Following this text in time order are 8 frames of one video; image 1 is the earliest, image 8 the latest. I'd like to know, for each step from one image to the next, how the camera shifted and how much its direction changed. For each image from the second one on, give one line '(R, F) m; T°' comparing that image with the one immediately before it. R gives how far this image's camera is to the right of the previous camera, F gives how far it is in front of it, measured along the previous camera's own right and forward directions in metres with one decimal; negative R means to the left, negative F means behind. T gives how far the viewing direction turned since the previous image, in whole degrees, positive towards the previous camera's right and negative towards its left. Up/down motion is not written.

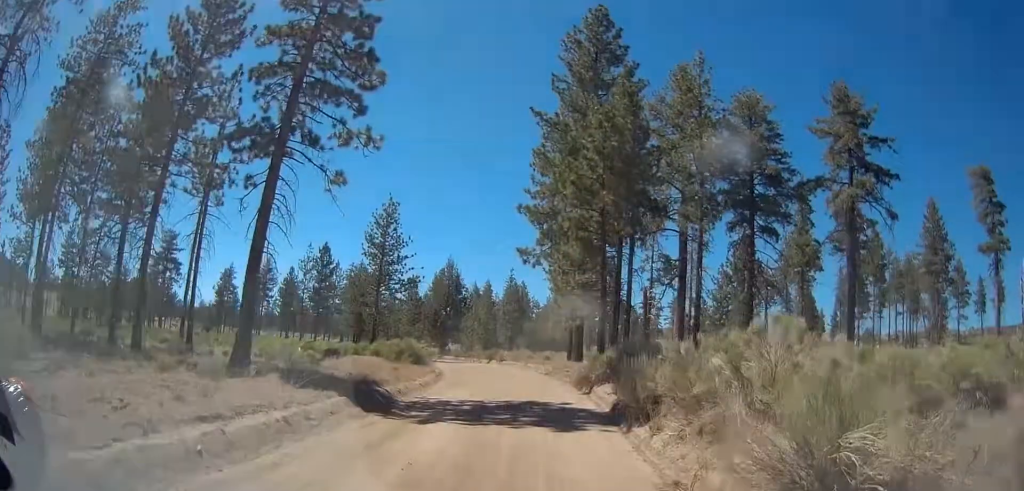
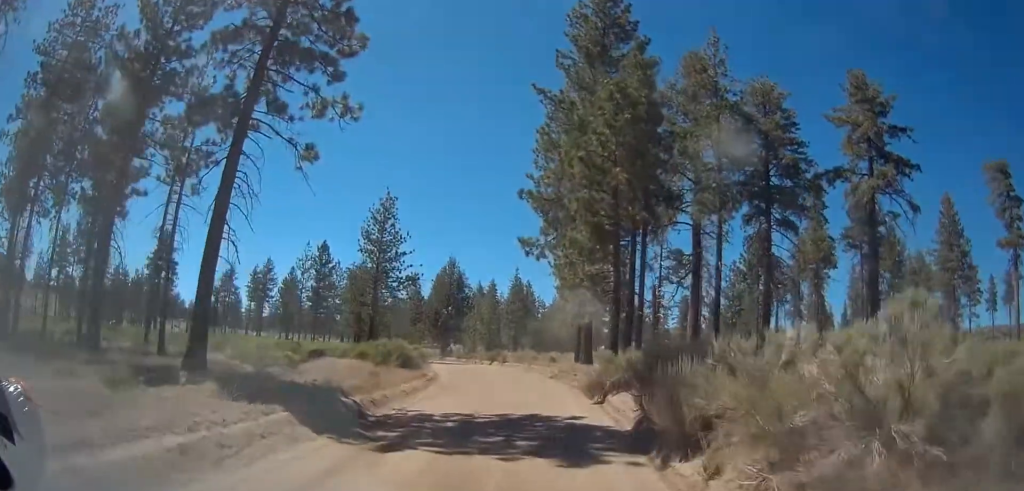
(-0.1, +3.3) m; -1°
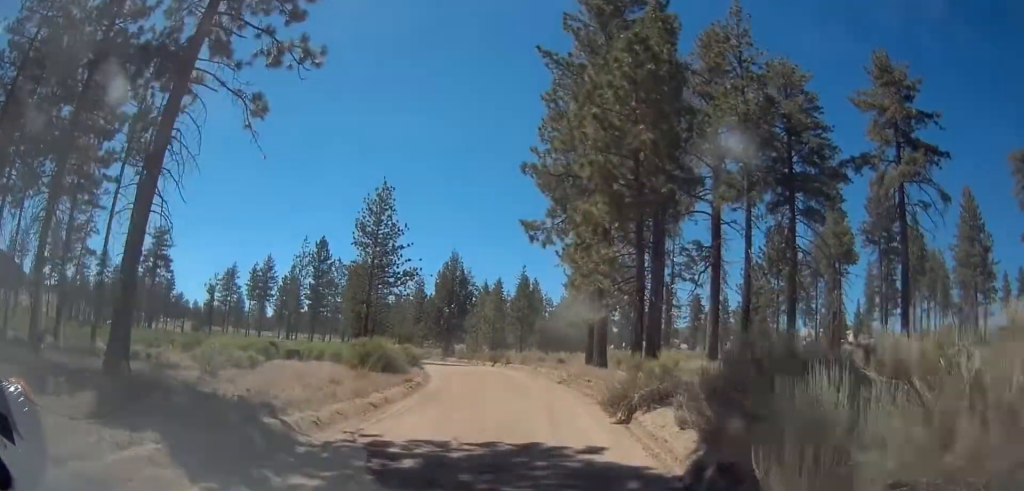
(0.0, +4.2) m; +2°
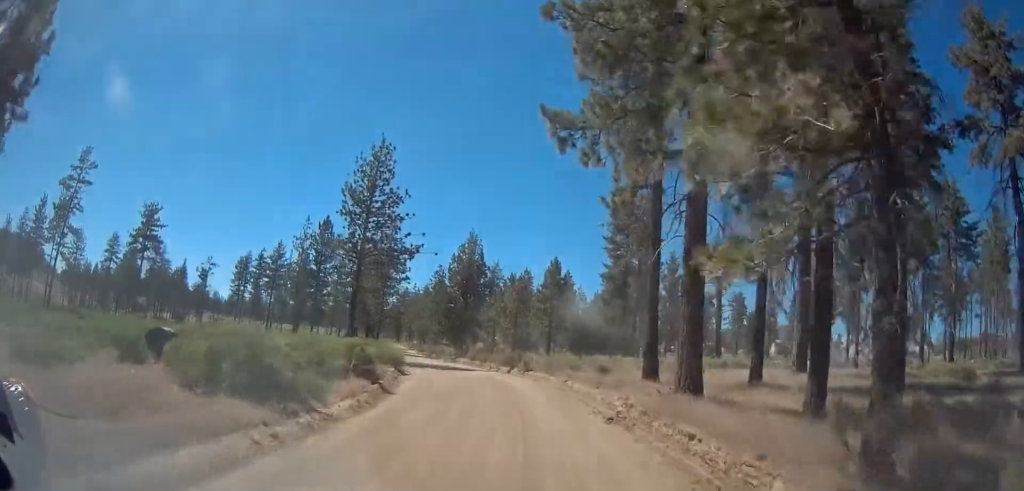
(+0.1, +12.4) m; -4°
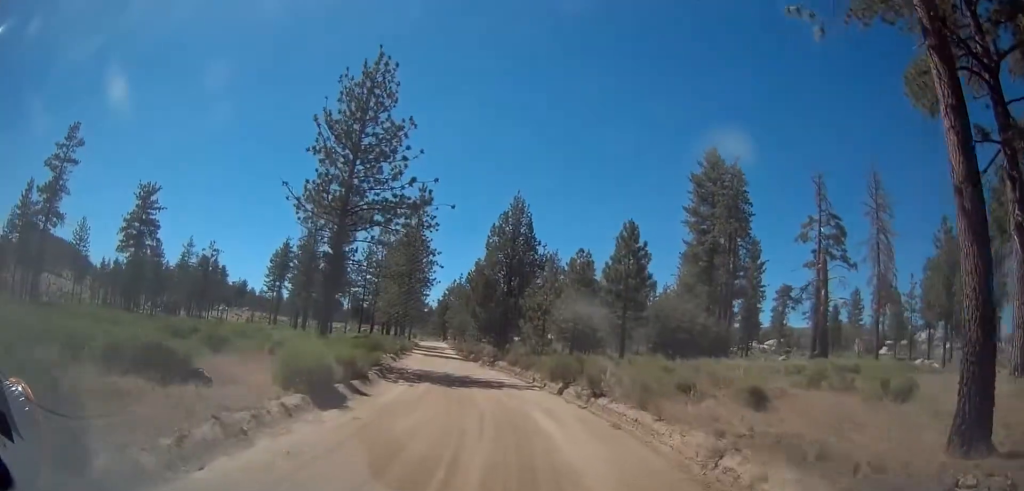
(-1.2, +15.8) m; -9°
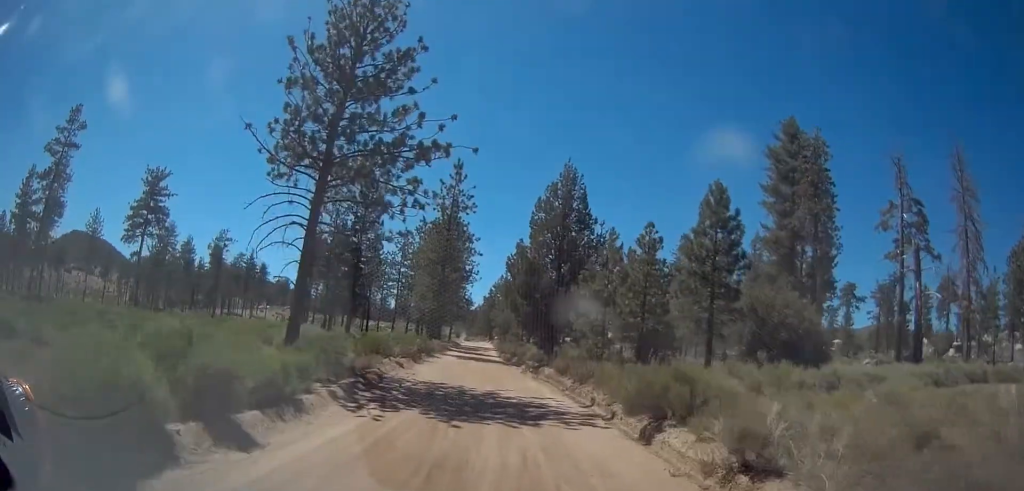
(-0.5, +9.1) m; -5°
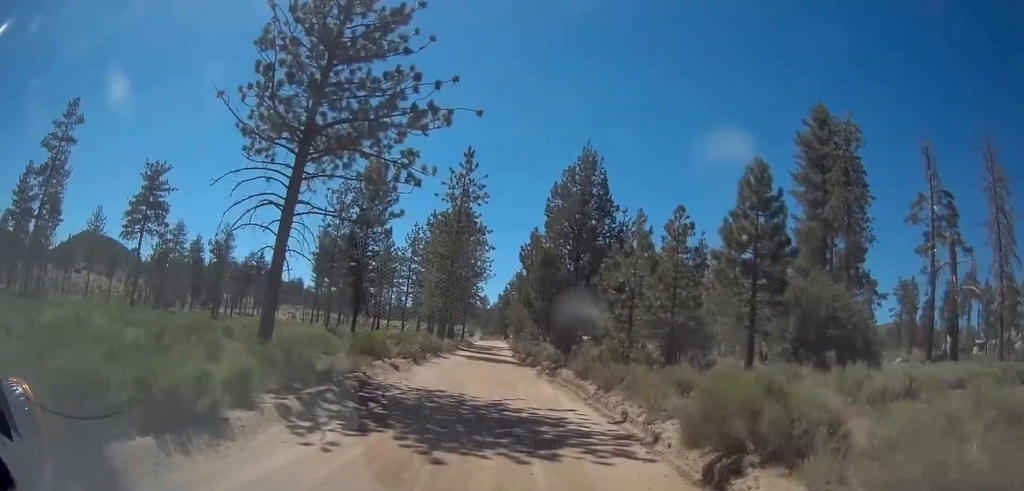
(-0.1, +3.6) m; -1°
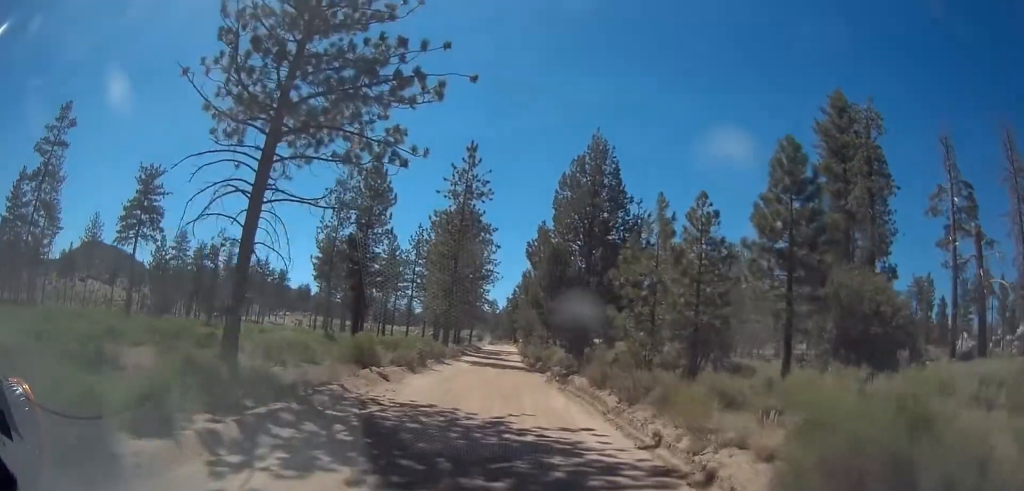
(0.0, +2.9) m; -1°
